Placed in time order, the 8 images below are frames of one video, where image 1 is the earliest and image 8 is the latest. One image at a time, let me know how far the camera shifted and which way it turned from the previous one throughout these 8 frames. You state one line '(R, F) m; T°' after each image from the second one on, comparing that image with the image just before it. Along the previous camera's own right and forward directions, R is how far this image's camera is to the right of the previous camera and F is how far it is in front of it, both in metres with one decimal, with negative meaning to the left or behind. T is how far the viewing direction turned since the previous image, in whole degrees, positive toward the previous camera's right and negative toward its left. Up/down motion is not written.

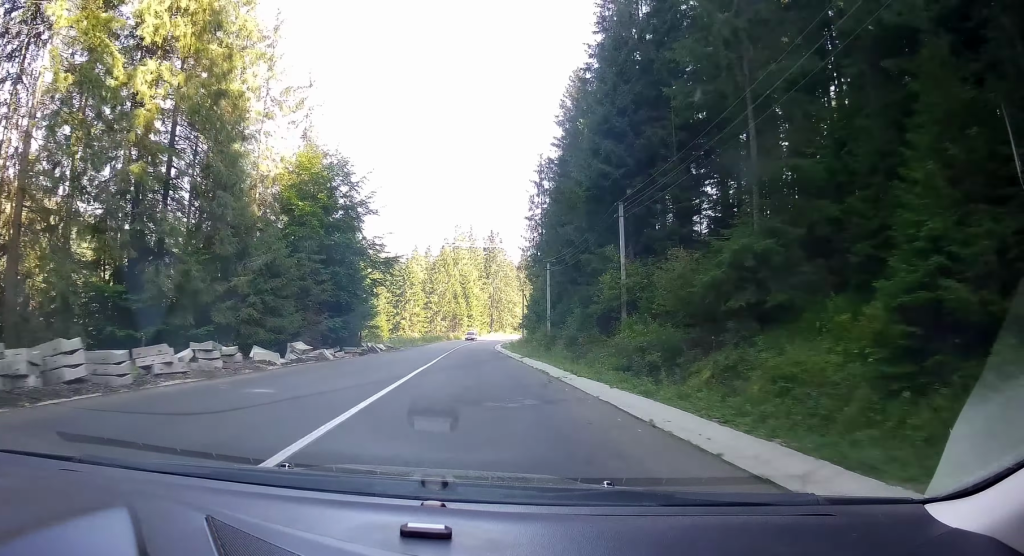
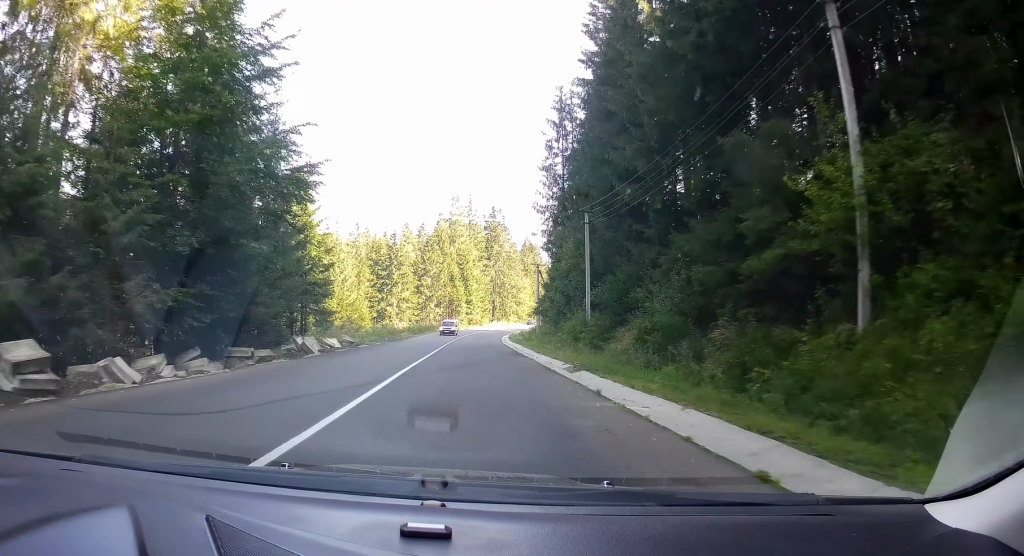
(0.0, +20.1) m; 0°
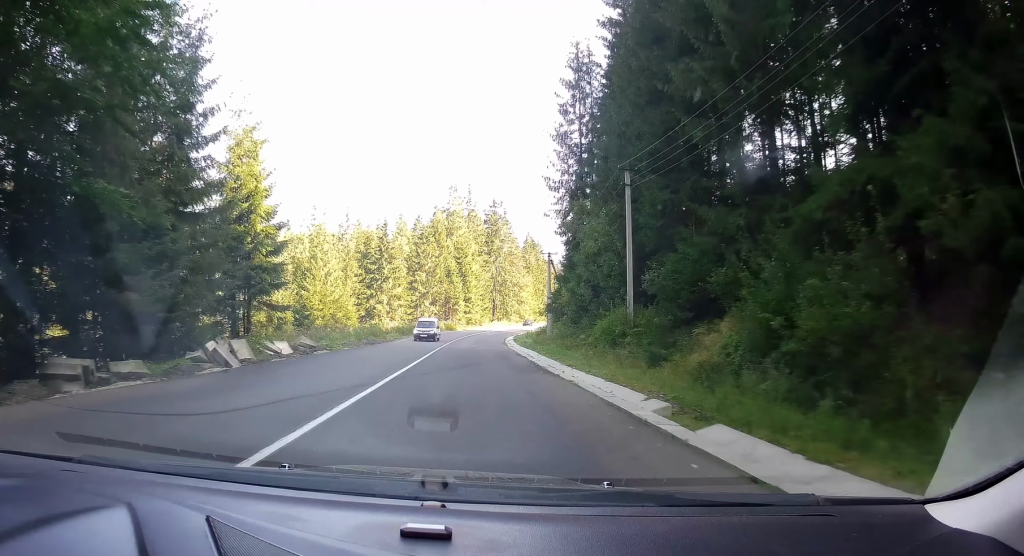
(0.0, +10.3) m; 0°
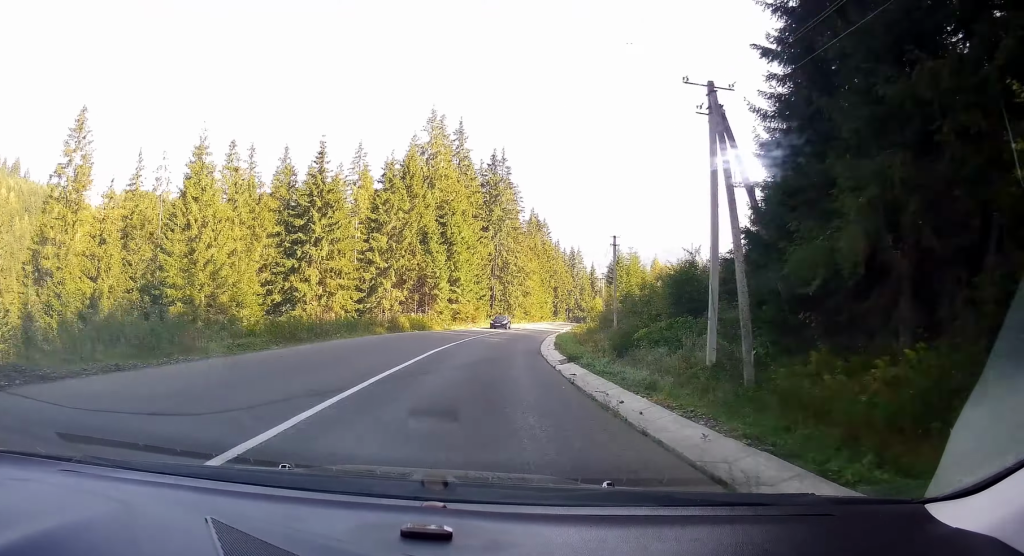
(-0.8, +38.6) m; 0°
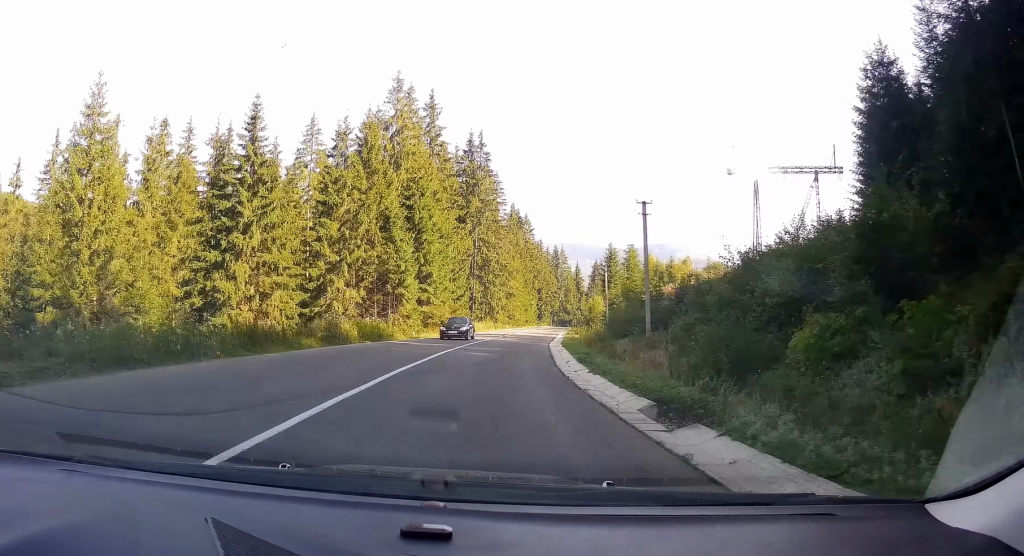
(+0.5, +13.2) m; +3°
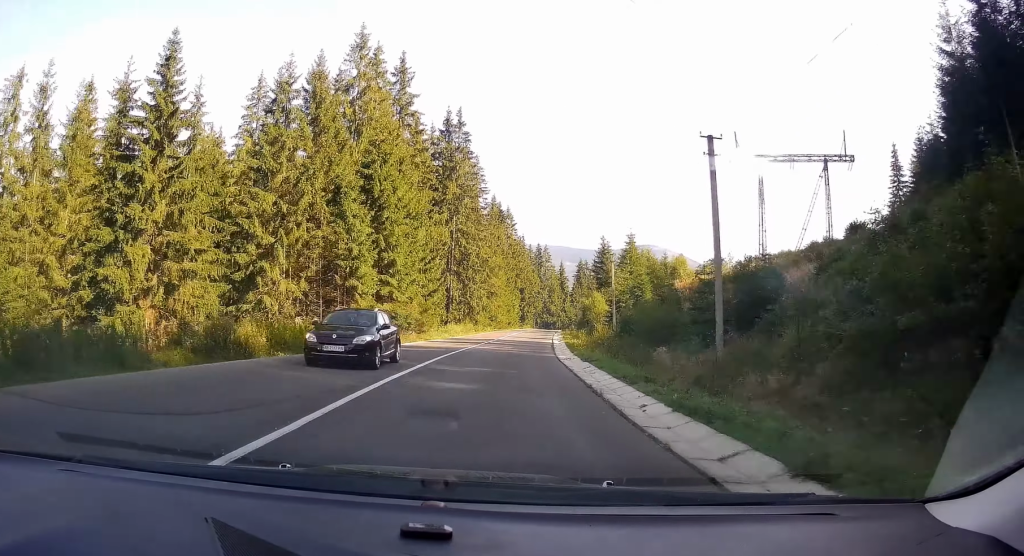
(+0.2, +12.4) m; +3°
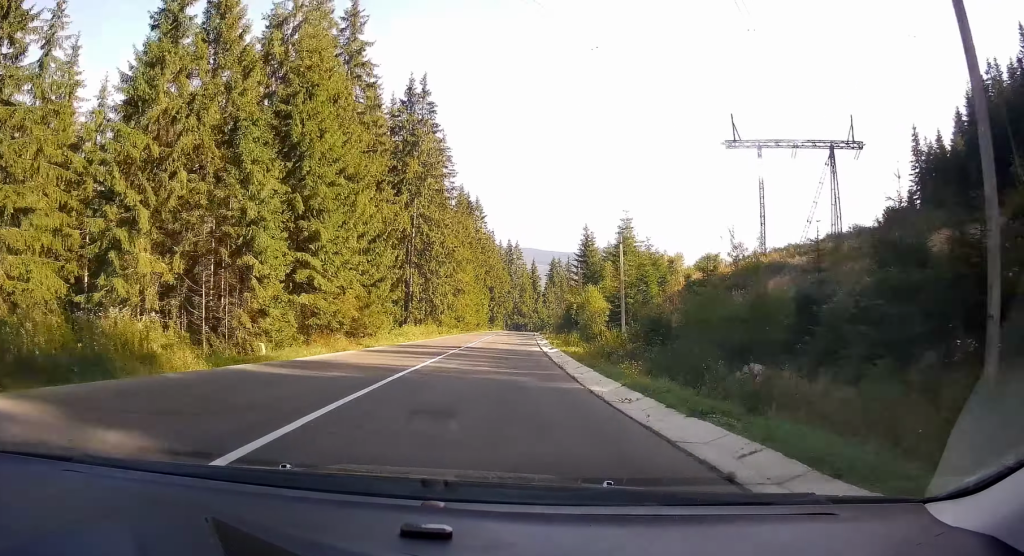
(+0.4, +13.2) m; +3°
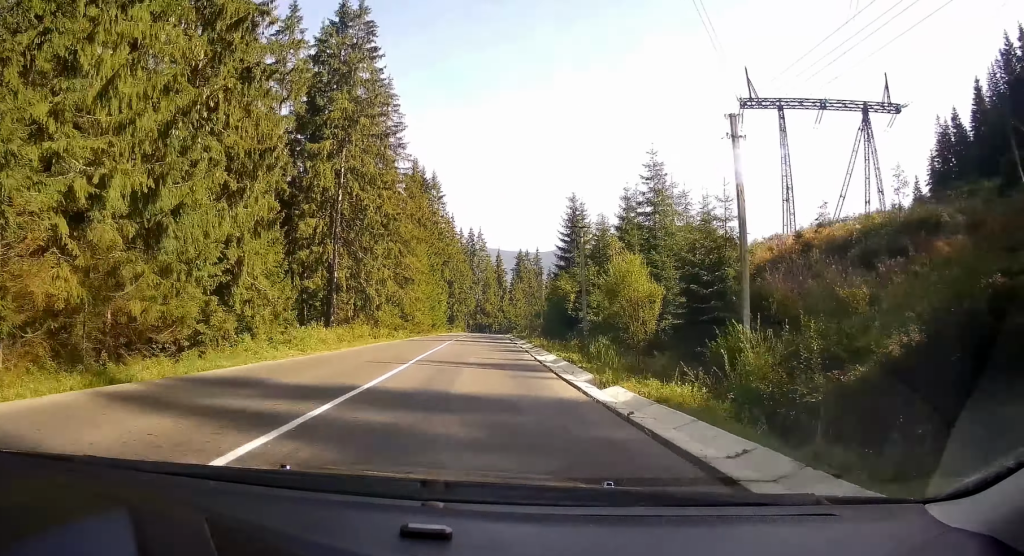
(+1.3, +22.7) m; +5°
